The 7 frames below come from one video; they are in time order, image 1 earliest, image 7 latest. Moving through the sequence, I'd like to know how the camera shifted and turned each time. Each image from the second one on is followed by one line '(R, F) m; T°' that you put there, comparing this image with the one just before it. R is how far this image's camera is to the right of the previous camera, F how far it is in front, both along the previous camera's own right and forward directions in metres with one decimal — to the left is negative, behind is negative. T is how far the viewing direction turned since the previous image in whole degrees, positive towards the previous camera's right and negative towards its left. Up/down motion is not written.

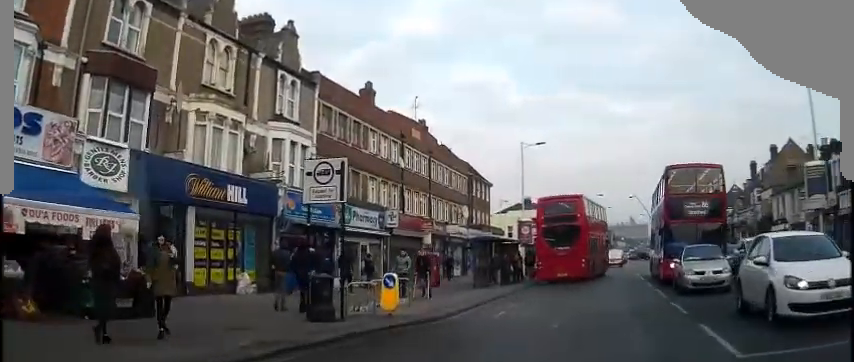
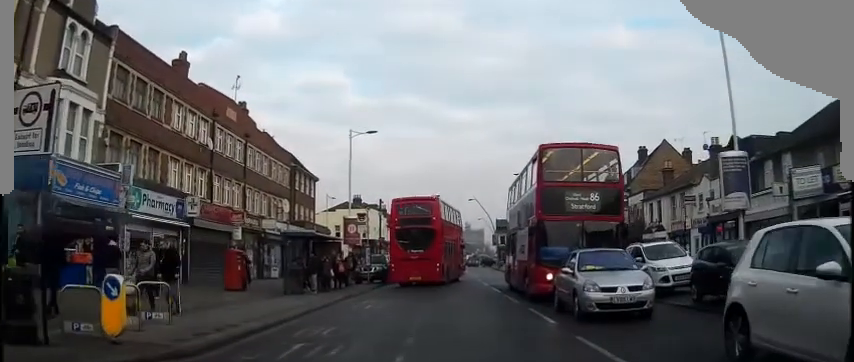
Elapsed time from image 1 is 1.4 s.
(+0.8, +6.0) m; +10°
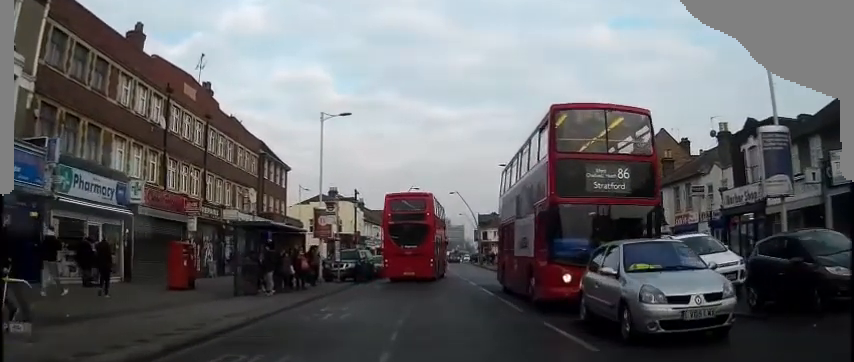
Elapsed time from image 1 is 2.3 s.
(0.0, +4.1) m; -4°
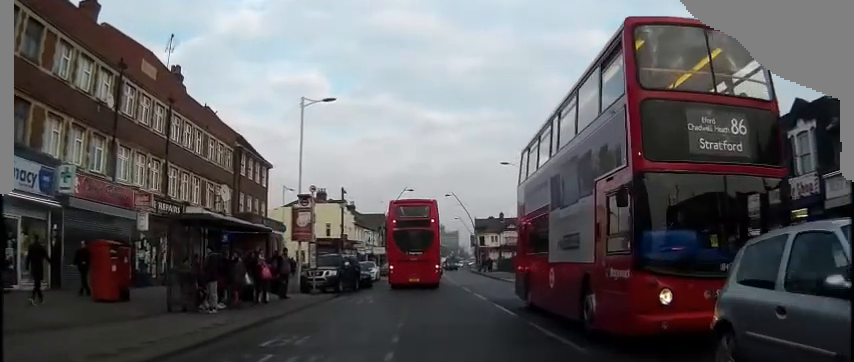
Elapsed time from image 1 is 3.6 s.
(-0.5, +5.5) m; 0°
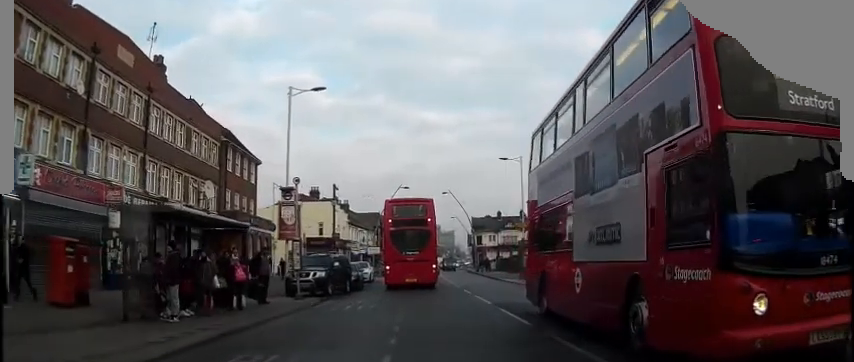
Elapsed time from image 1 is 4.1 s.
(+0.3, +2.3) m; +5°
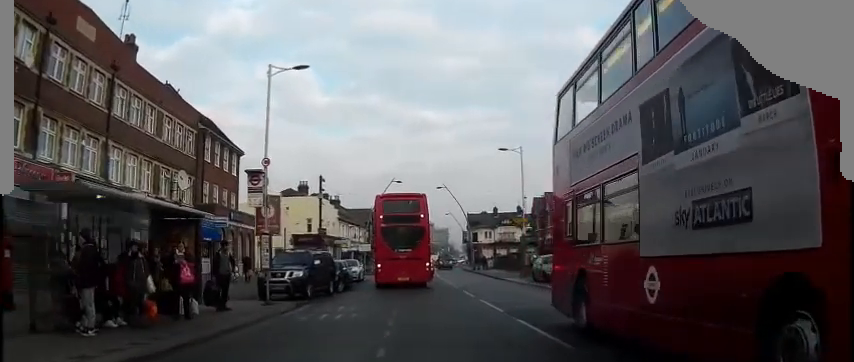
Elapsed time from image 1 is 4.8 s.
(+0.2, +3.3) m; +5°
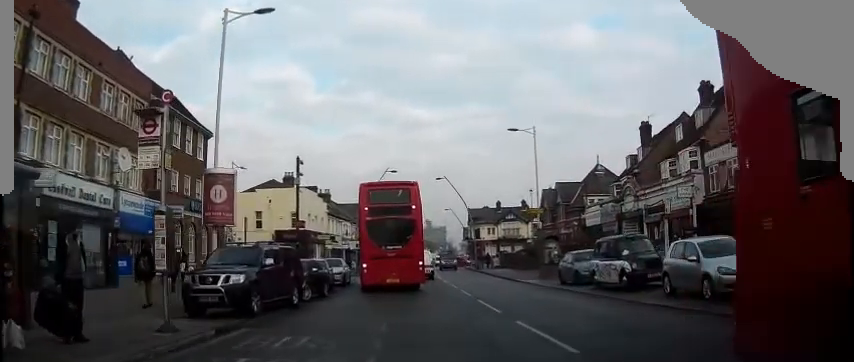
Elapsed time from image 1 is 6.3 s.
(+0.2, +6.9) m; +2°
